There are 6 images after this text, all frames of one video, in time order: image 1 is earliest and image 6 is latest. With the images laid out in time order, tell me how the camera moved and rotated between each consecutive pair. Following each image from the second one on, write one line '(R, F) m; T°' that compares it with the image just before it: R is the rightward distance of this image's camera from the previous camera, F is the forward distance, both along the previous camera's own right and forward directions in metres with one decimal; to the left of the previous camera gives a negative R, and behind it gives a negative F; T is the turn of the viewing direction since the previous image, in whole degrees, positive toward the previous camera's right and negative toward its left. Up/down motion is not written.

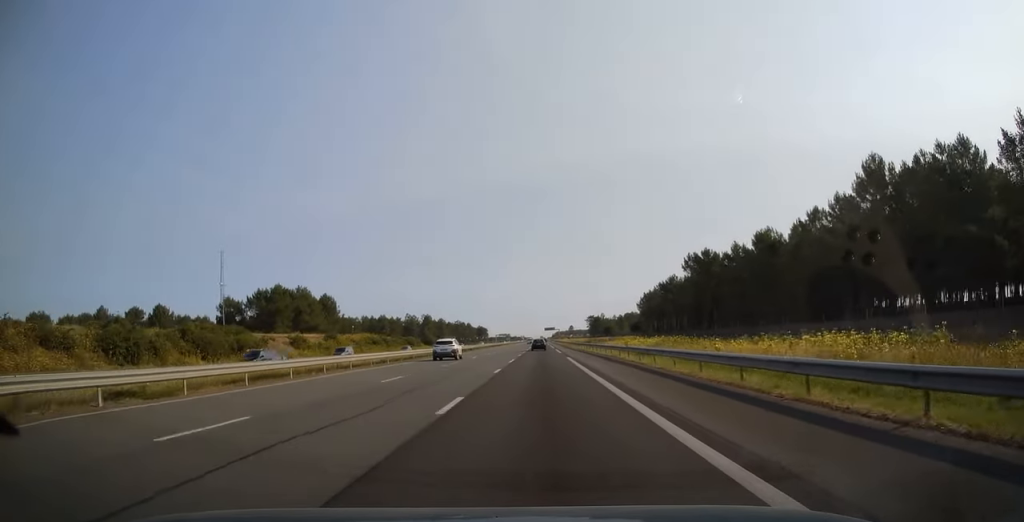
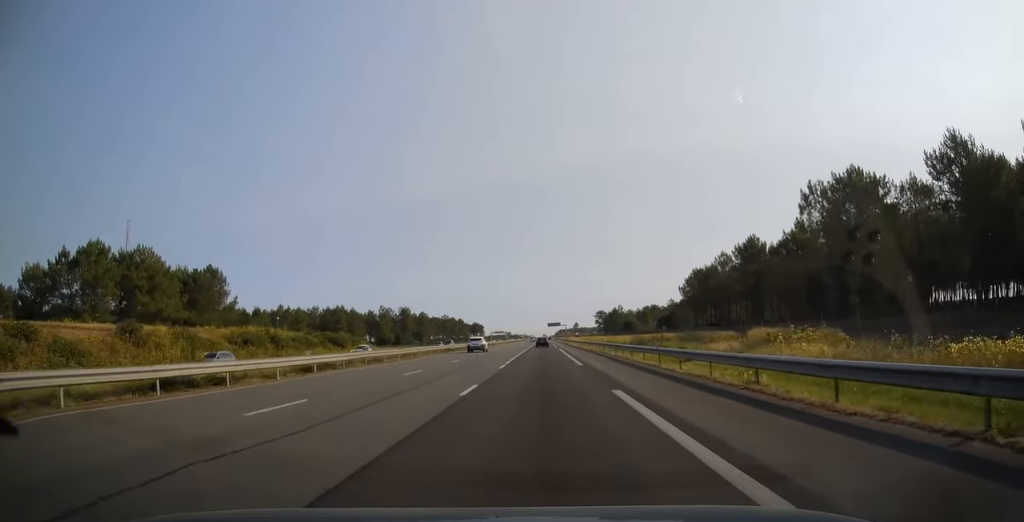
(-0.2, +61.7) m; 0°
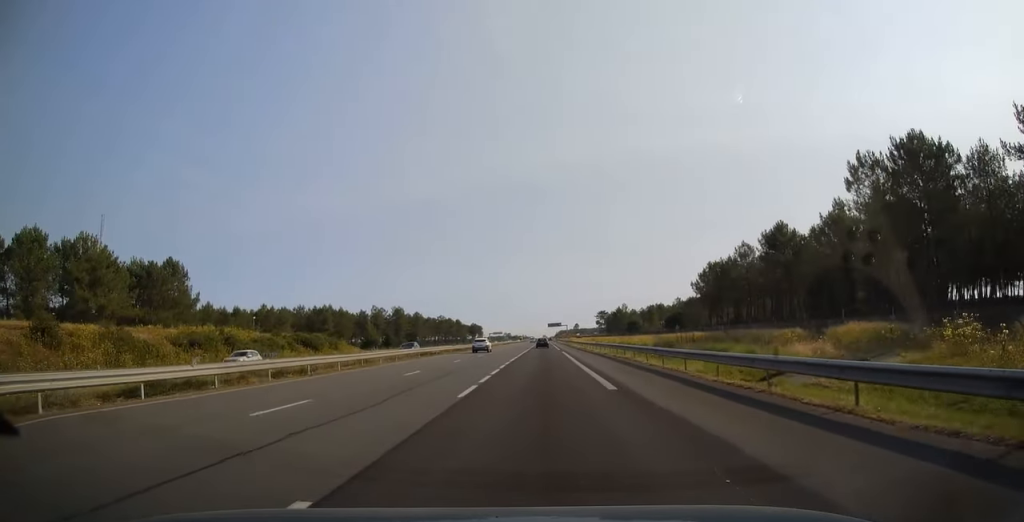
(0.0, +12.8) m; 0°
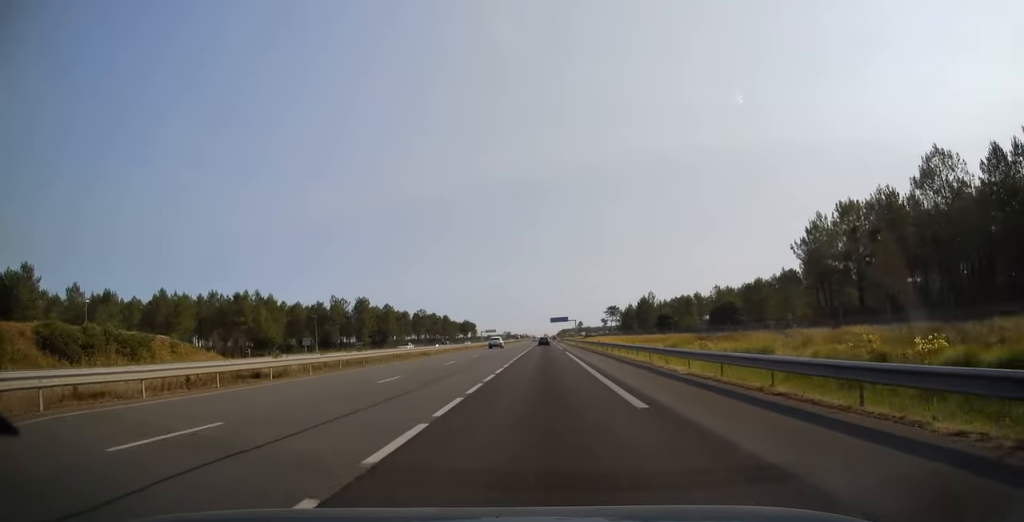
(0.0, +56.1) m; 0°
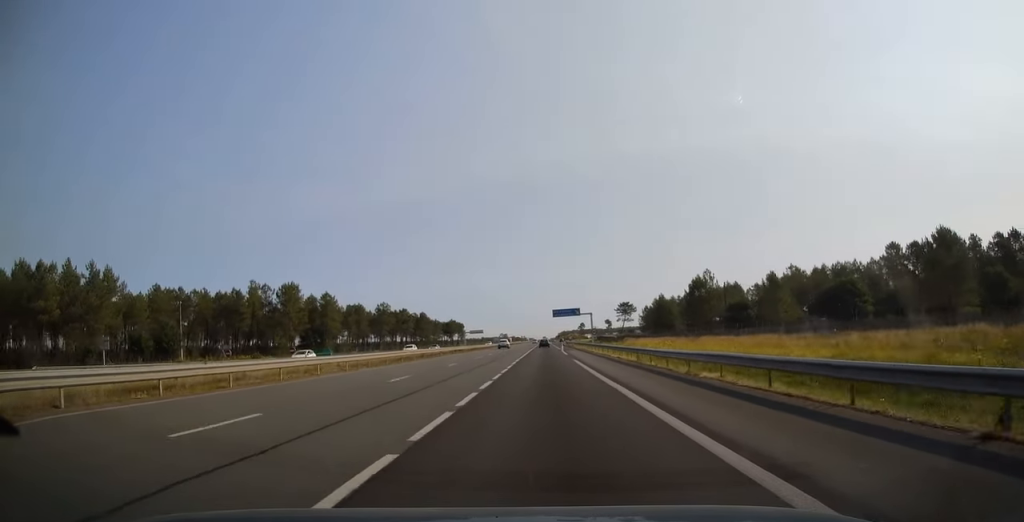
(0.0, +63.6) m; 0°
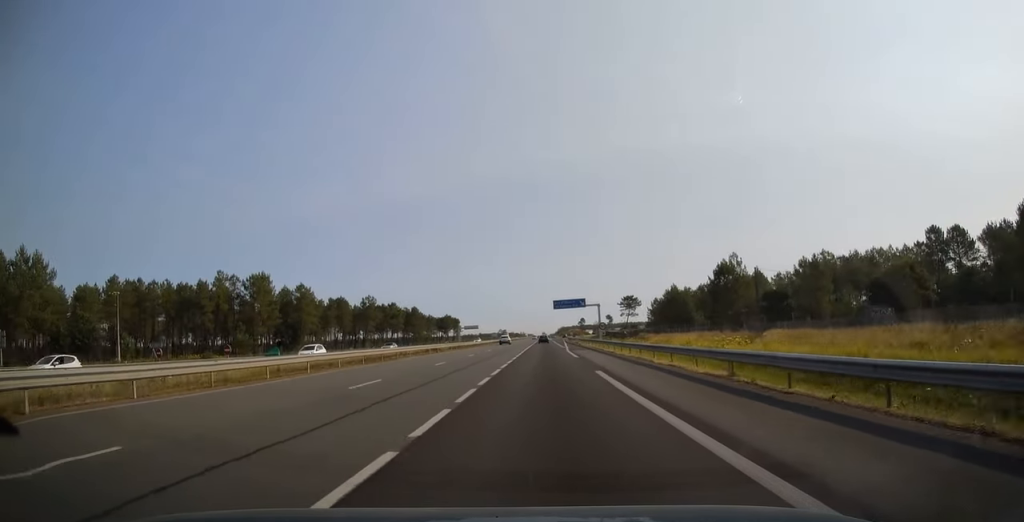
(-0.1, +17.4) m; 0°
